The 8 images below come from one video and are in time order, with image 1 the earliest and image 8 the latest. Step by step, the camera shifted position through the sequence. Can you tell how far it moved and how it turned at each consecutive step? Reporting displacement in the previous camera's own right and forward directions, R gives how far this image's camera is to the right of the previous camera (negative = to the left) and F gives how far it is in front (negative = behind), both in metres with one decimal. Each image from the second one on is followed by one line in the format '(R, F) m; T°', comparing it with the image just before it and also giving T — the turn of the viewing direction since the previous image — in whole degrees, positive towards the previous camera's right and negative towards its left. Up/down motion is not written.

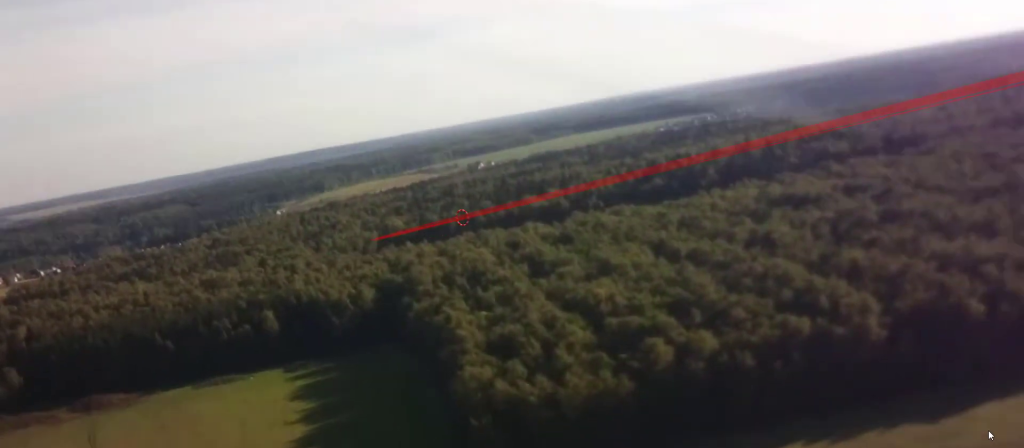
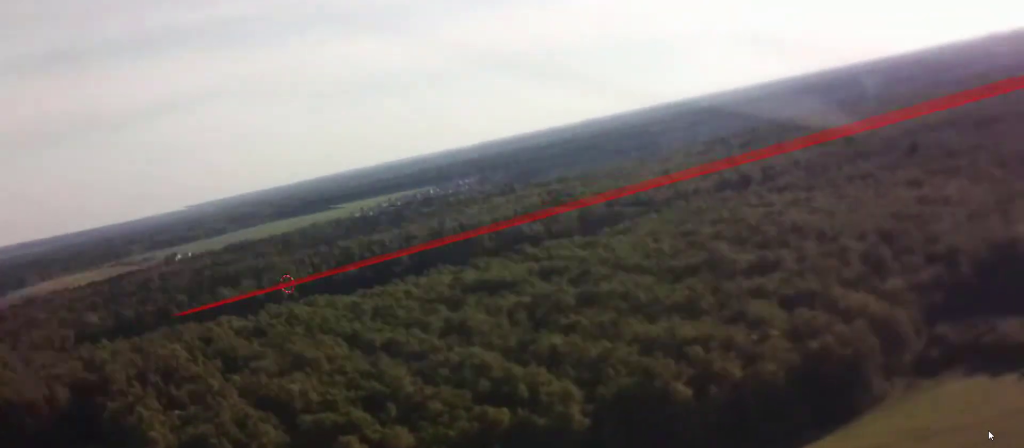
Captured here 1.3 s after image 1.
(+1.6, +17.5) m; +11°
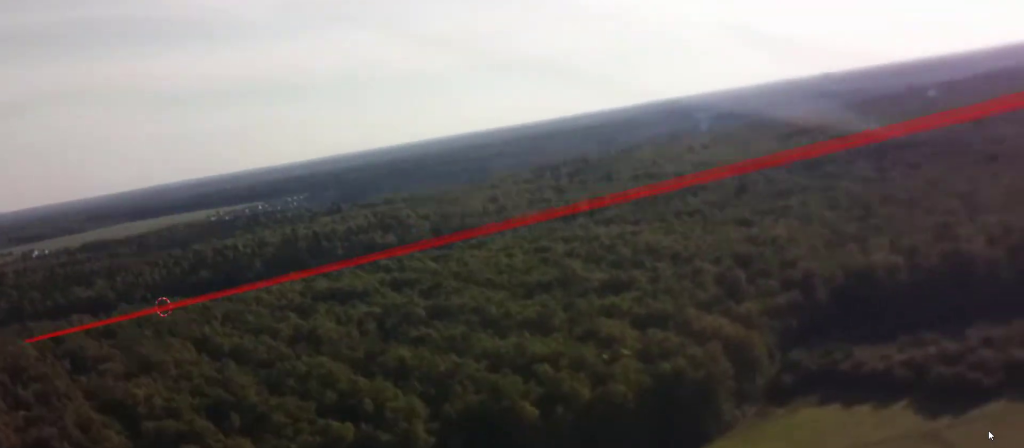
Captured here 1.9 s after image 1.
(+0.5, +8.7) m; +5°
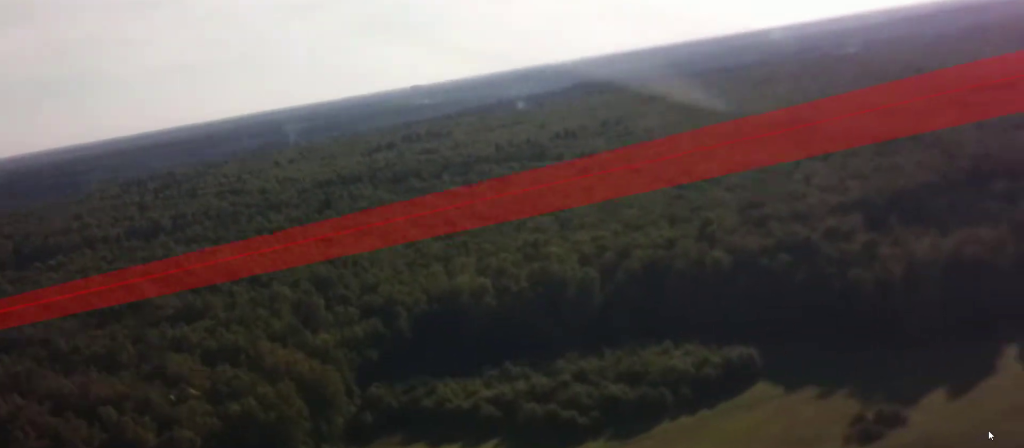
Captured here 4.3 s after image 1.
(+4.3, +32.5) m; +15°
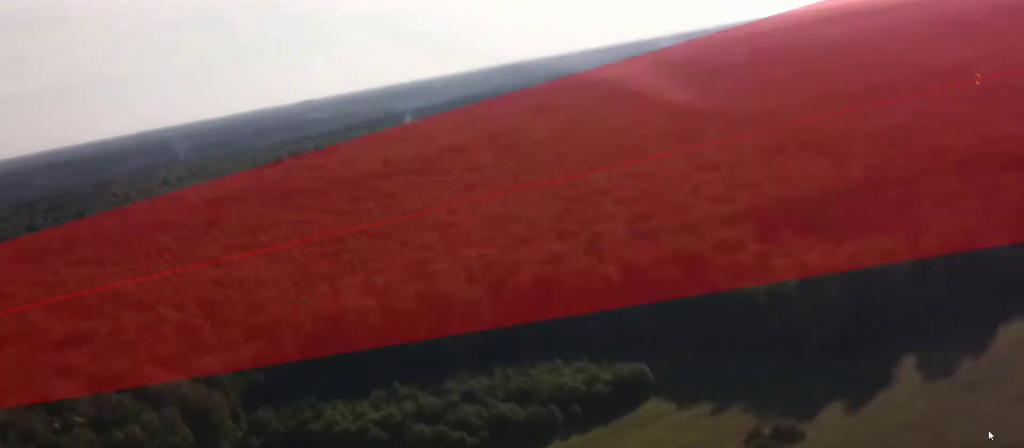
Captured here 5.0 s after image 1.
(+0.4, +9.4) m; +5°
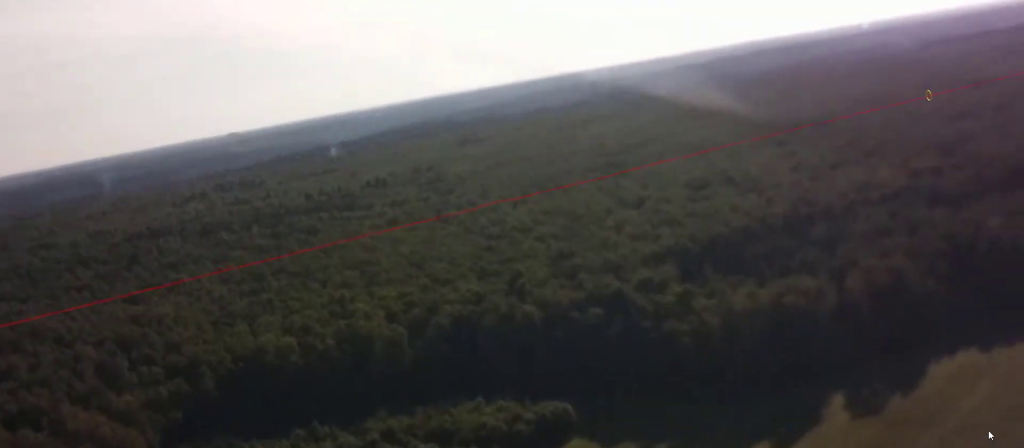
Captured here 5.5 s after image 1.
(0.0, +7.6) m; +4°
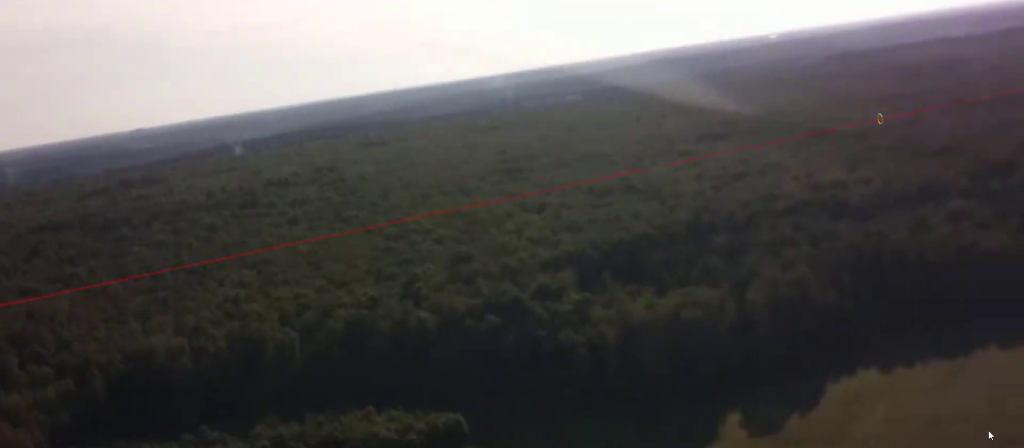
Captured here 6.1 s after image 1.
(+0.6, +8.5) m; +5°
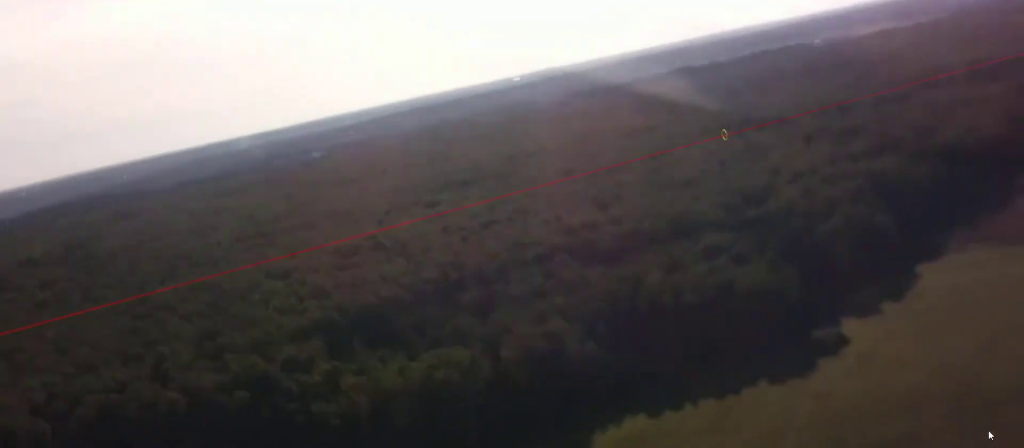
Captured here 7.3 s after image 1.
(+1.3, +17.7) m; +8°
